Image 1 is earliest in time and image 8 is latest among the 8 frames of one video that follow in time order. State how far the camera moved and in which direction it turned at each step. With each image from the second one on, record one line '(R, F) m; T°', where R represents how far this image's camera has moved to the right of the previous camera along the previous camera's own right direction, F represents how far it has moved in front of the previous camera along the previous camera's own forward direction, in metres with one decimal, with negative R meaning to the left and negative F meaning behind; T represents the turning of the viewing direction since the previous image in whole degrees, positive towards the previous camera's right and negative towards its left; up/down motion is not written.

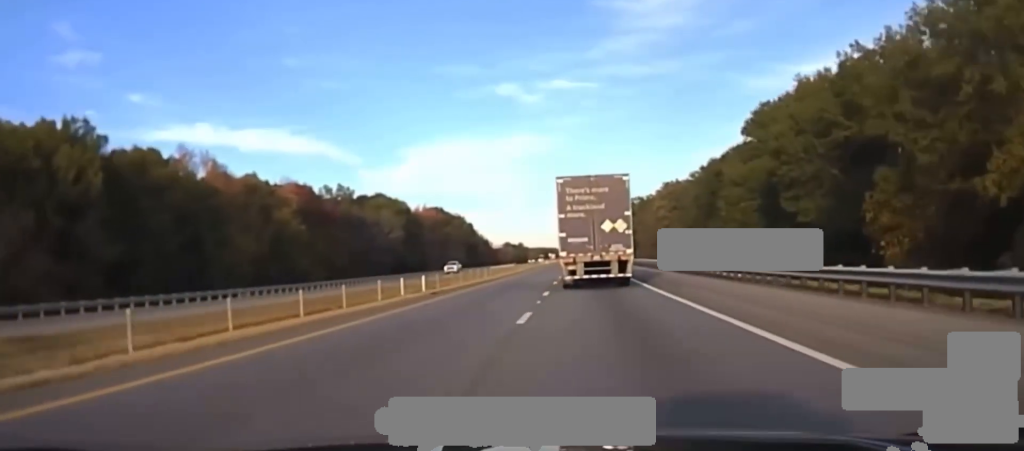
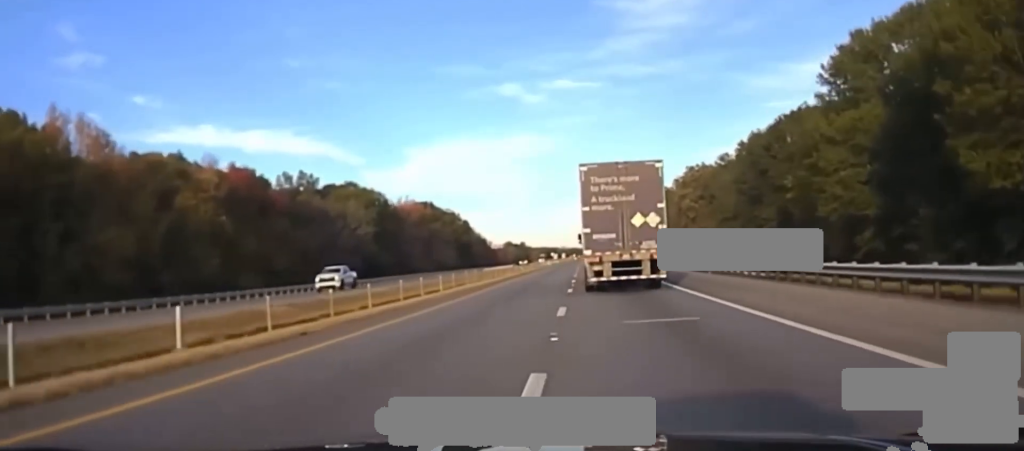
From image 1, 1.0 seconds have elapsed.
(0.0, +31.3) m; 0°
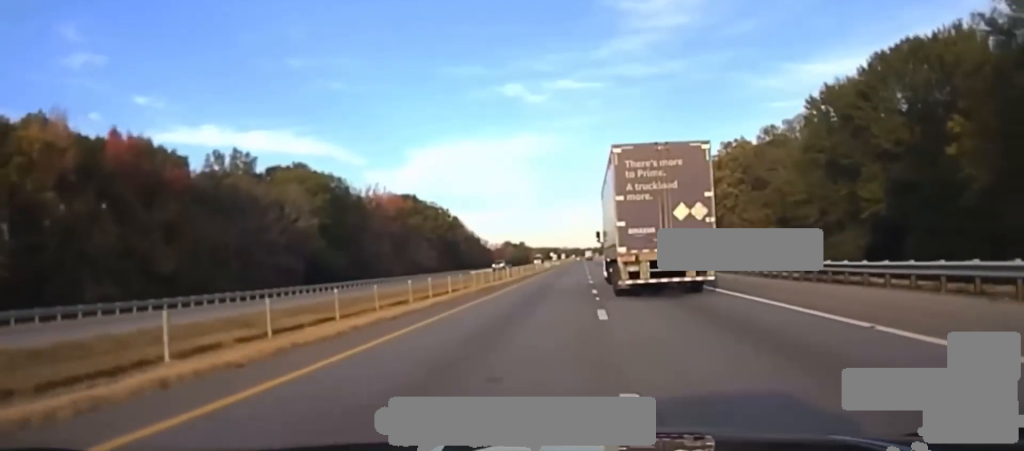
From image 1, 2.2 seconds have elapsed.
(0.0, +36.1) m; 0°
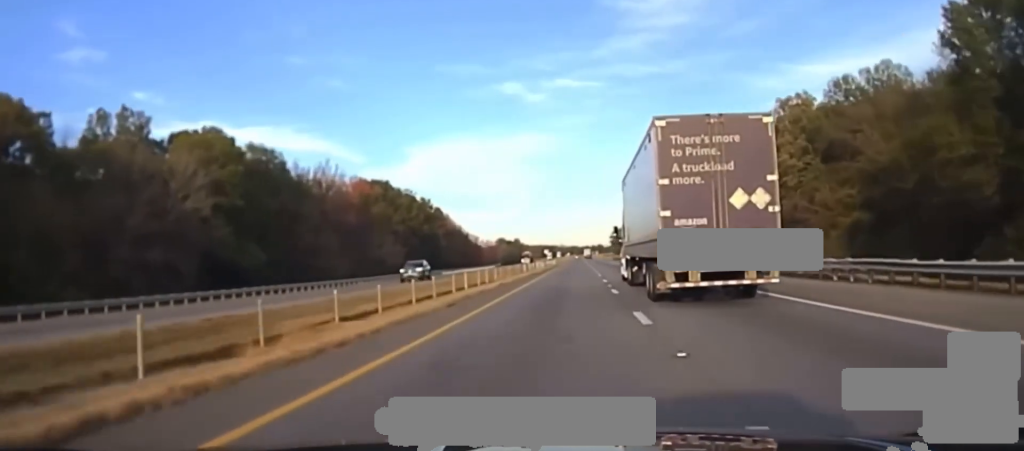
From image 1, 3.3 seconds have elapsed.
(0.0, +38.6) m; 0°
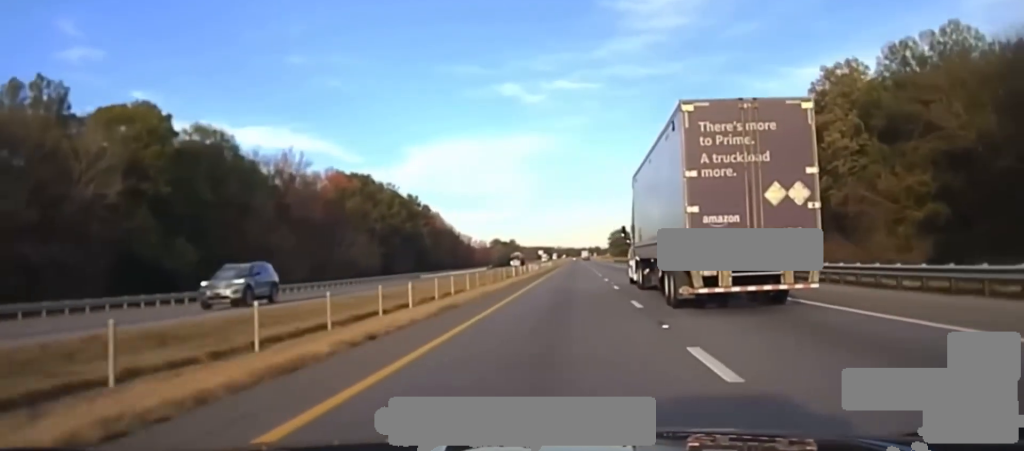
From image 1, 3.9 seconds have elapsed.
(0.0, +20.4) m; 0°
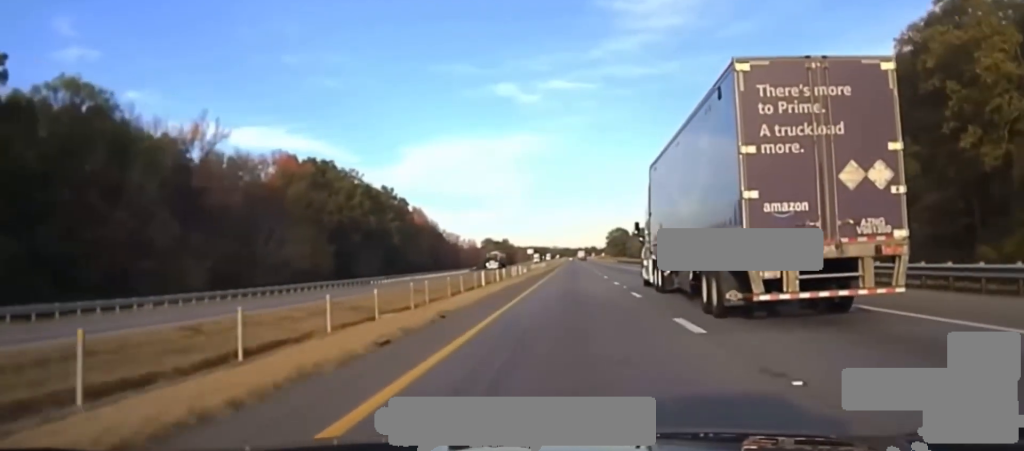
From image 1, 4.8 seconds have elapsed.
(+0.1, +35.0) m; 0°
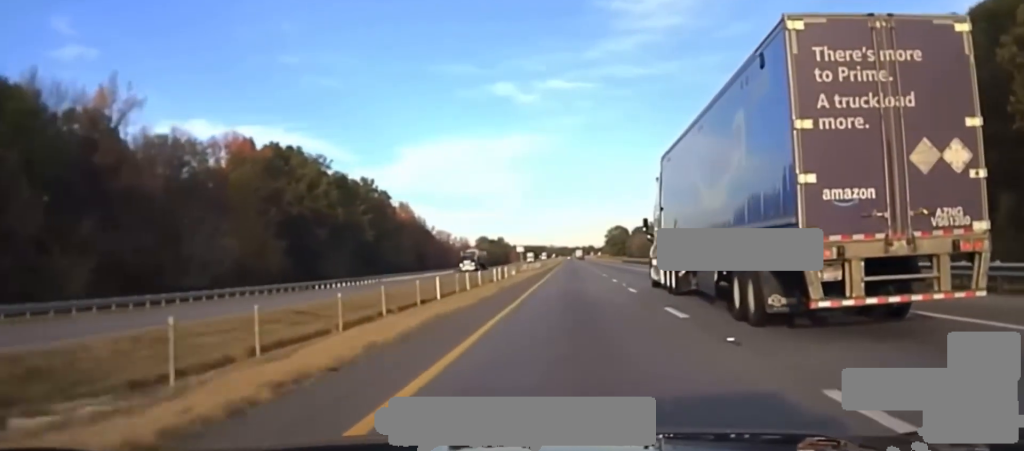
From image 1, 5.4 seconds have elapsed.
(0.0, +24.4) m; 0°
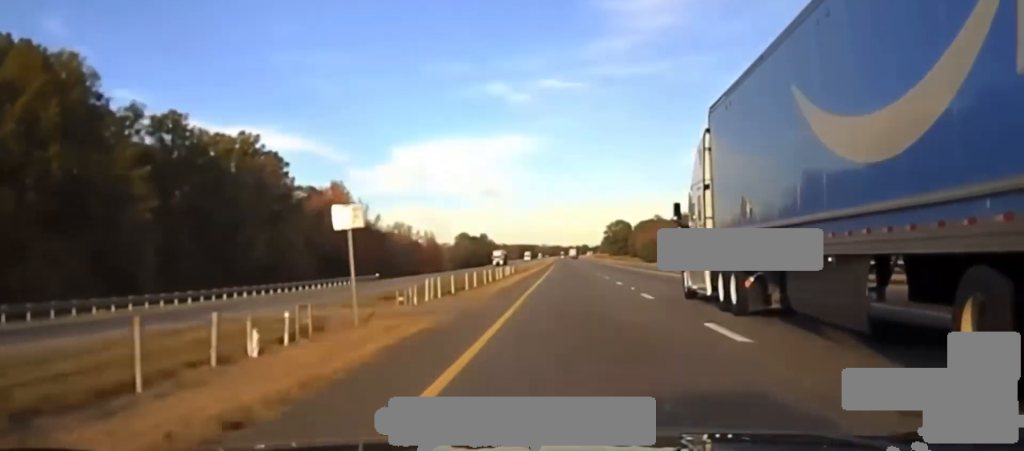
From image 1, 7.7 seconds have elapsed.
(-0.1, +72.9) m; 0°
